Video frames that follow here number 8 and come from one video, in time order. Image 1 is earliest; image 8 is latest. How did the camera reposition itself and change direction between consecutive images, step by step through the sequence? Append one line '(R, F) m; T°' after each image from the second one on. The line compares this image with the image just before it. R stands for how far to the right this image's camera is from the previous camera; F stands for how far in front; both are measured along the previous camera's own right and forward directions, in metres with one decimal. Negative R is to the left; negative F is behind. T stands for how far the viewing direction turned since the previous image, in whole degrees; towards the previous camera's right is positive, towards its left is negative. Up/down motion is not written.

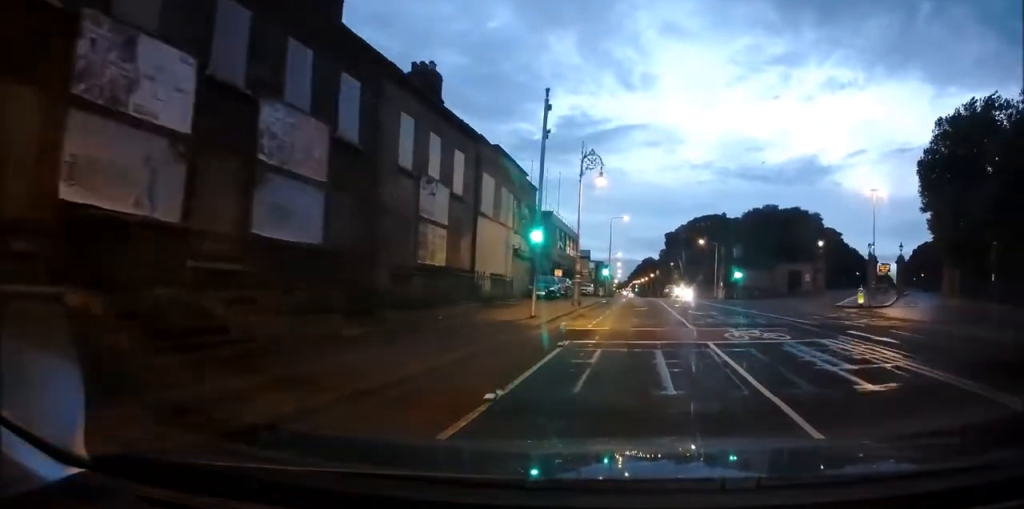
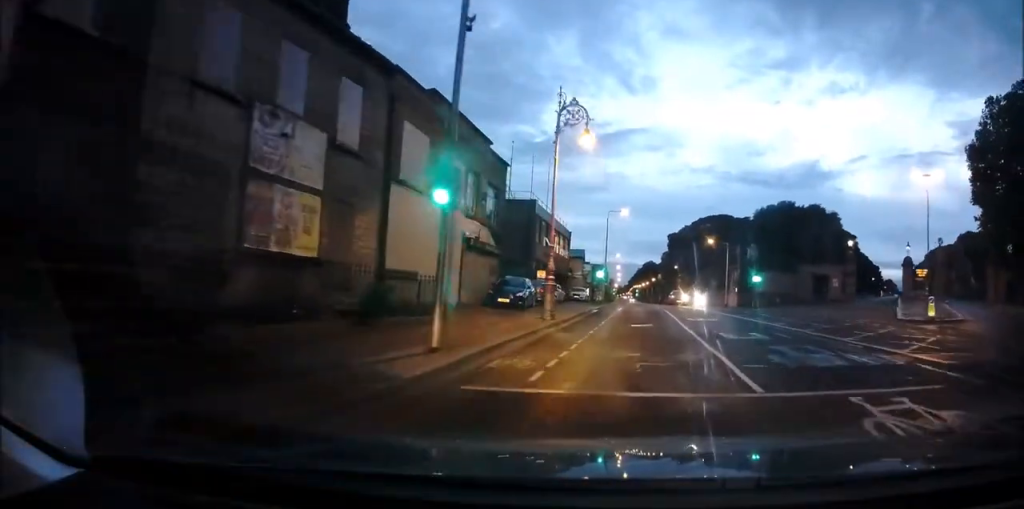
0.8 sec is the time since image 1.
(0.0, +9.7) m; -2°
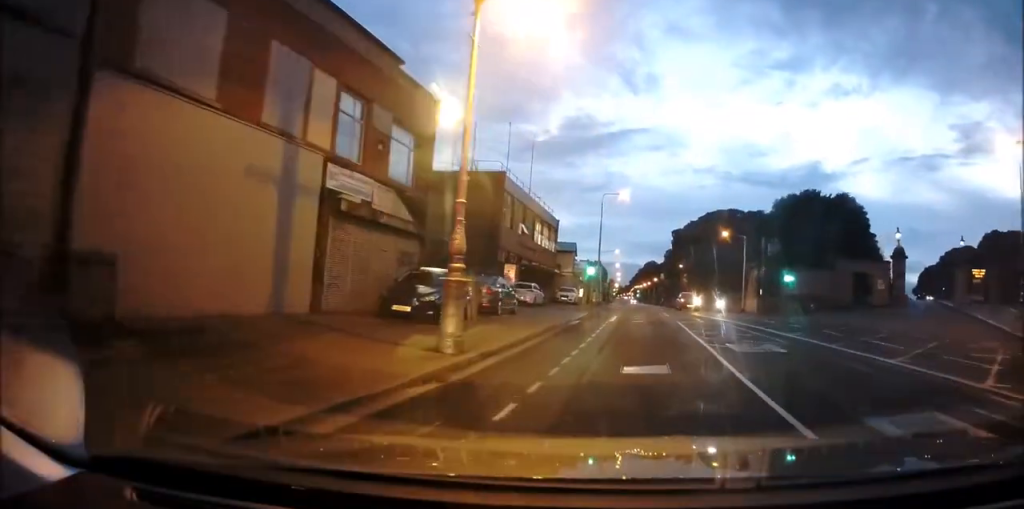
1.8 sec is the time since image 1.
(-0.5, +11.2) m; 0°
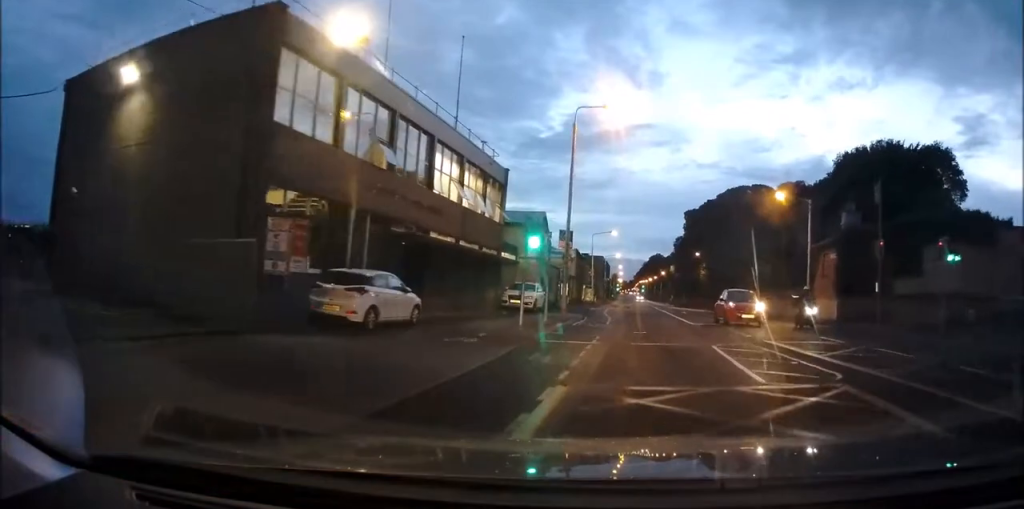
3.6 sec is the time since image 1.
(+0.9, +22.7) m; 0°
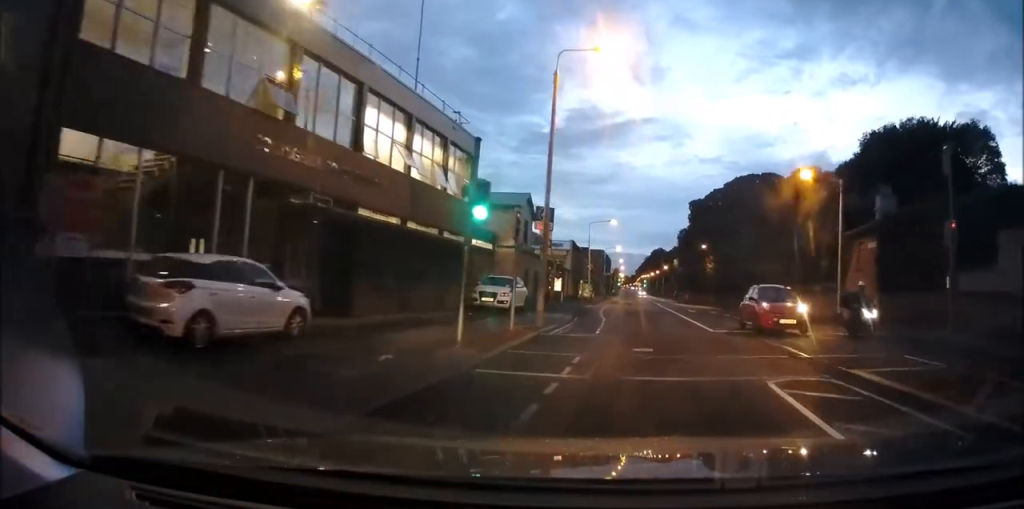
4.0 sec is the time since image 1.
(0.0, +6.0) m; -1°
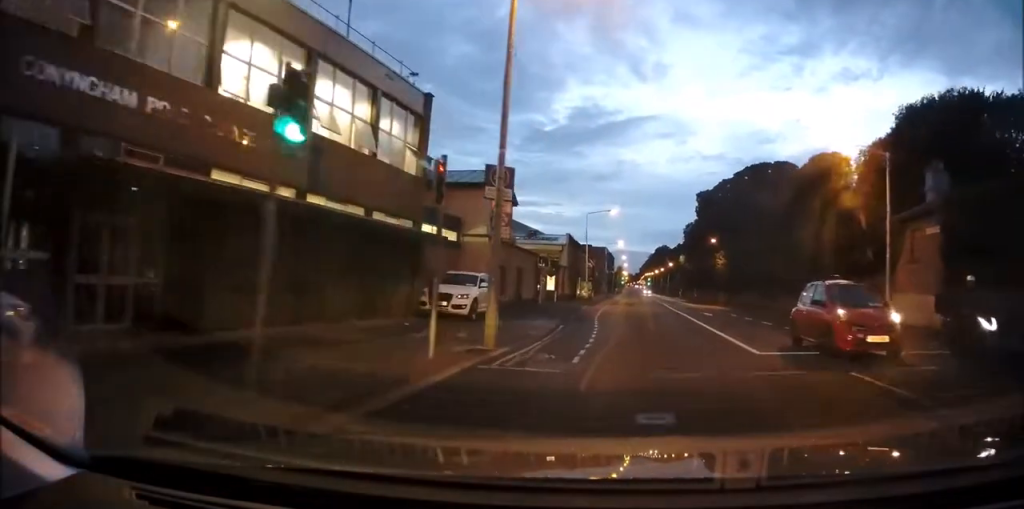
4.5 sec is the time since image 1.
(-0.2, +6.4) m; -1°
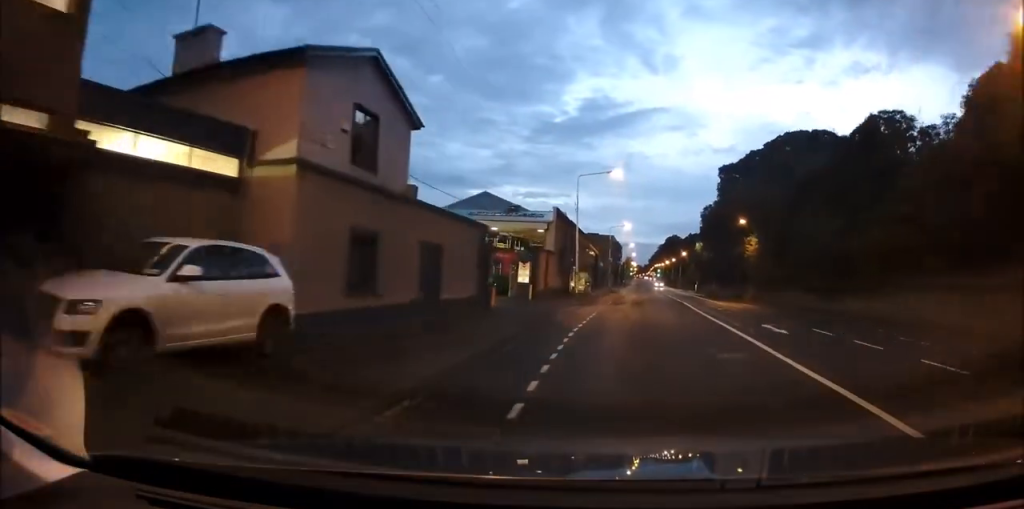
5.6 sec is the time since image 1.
(-0.2, +14.1) m; -1°
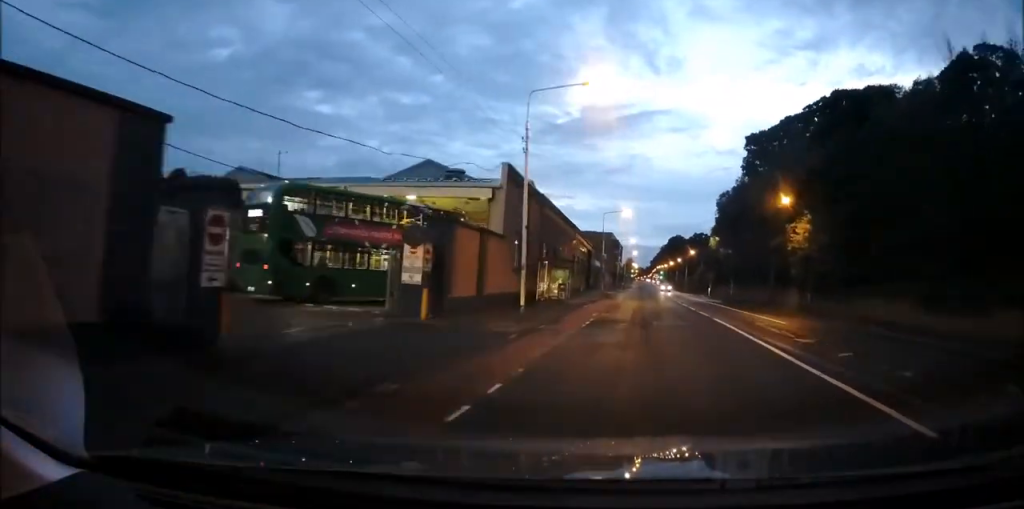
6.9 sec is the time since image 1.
(0.0, +16.4) m; 0°
